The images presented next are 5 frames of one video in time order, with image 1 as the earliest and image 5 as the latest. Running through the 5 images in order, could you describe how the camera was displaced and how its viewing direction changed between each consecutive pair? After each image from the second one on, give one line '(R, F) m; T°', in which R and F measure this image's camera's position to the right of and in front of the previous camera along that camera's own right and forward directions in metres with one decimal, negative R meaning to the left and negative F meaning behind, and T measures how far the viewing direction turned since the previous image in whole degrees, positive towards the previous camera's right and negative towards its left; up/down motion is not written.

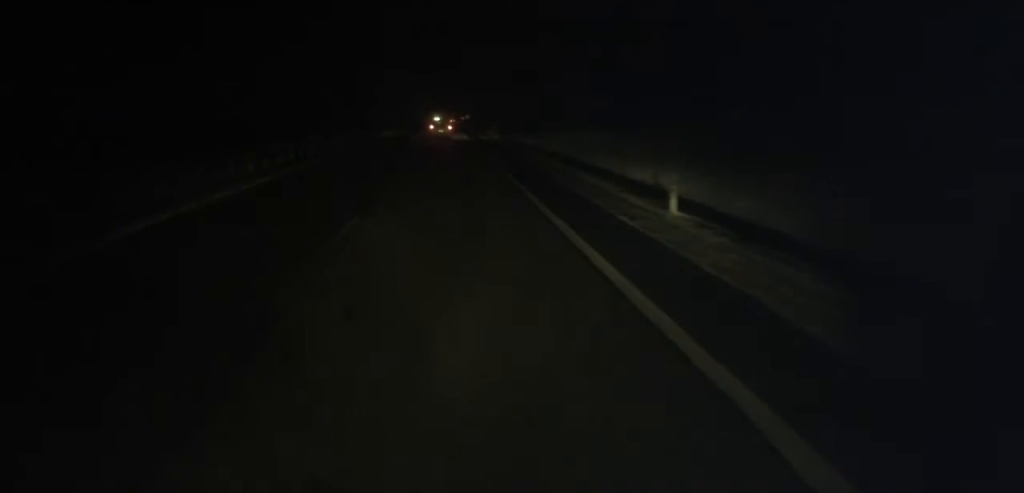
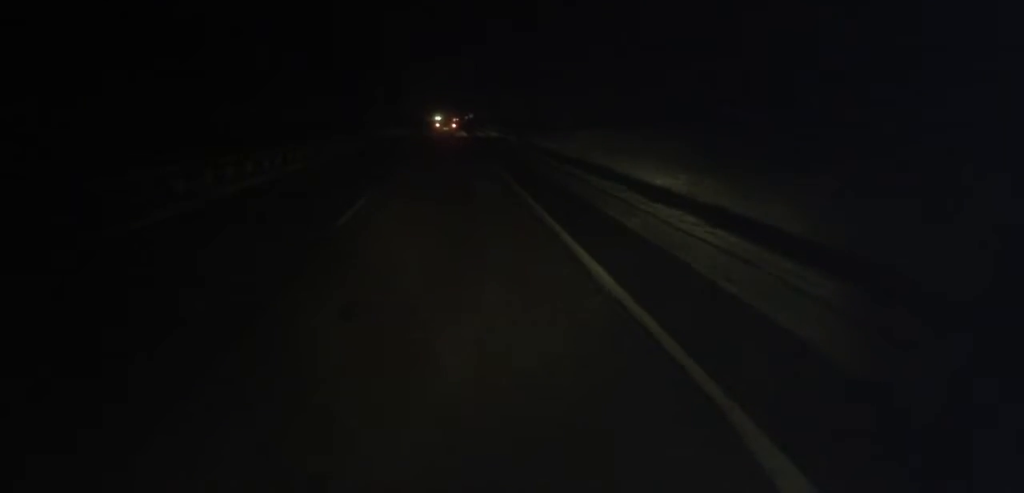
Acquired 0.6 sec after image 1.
(+0.3, +14.2) m; +1°
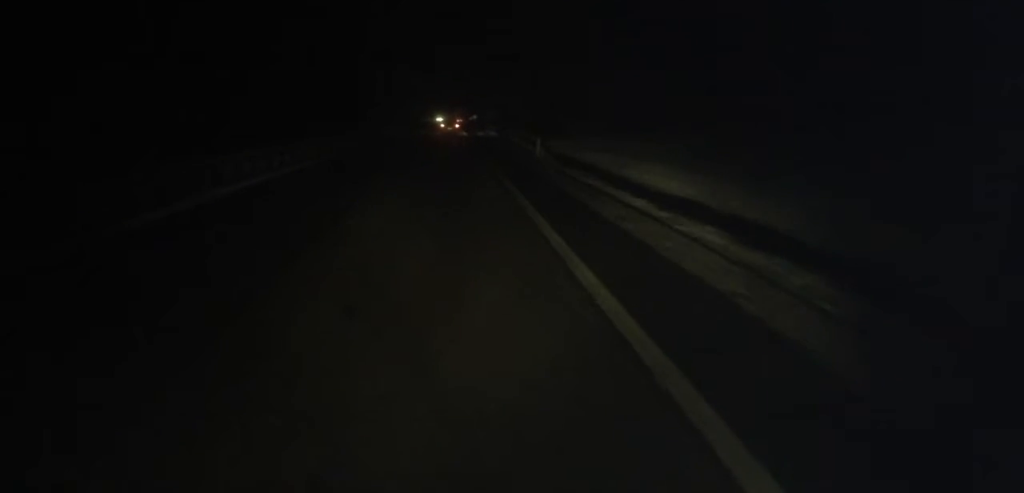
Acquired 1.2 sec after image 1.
(+0.1, +14.2) m; 0°
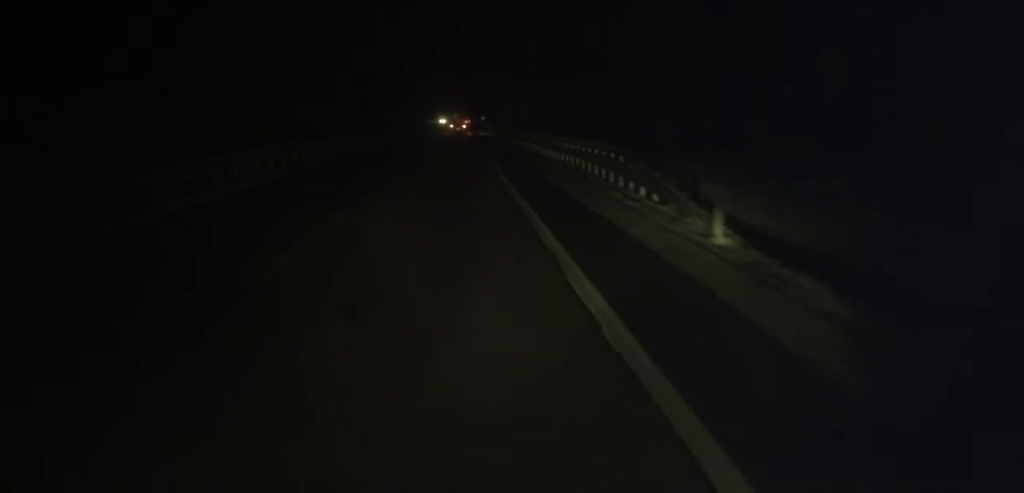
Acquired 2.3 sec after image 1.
(0.0, +25.3) m; 0°
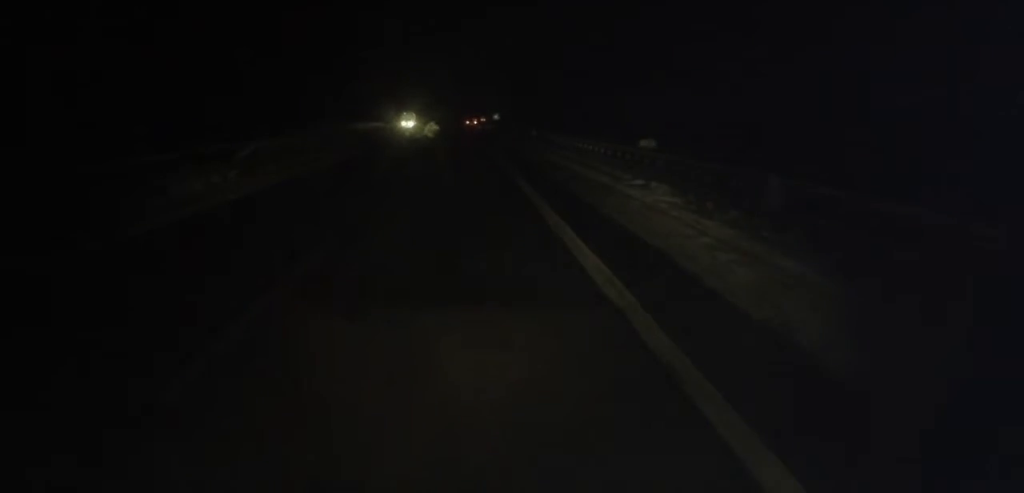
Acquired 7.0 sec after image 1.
(-2.3, +112.0) m; -2°
